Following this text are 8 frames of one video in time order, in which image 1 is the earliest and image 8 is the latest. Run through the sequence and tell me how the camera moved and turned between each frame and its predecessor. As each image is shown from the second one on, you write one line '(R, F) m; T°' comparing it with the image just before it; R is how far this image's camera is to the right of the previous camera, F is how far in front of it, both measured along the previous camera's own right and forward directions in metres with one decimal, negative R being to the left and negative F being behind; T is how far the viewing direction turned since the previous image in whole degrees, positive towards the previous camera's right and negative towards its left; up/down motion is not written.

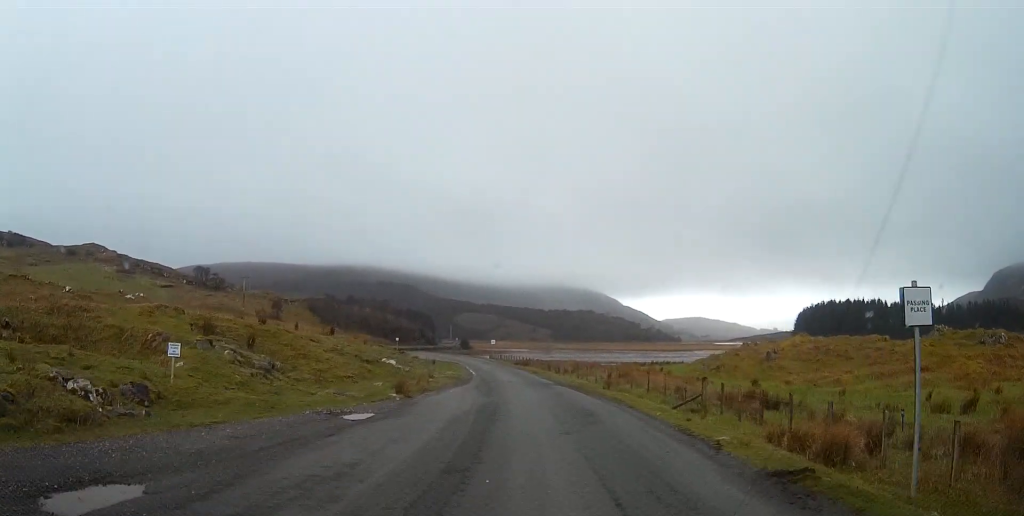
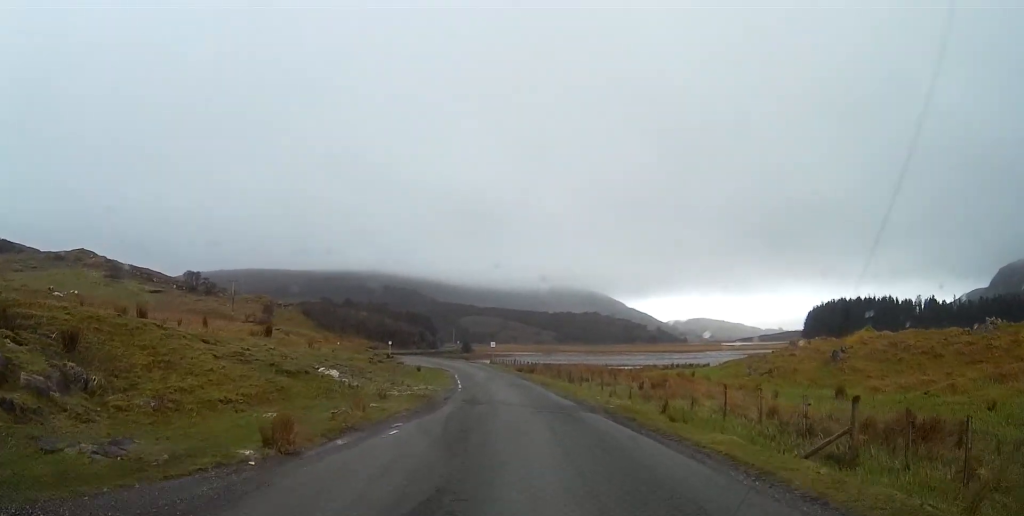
(0.0, +11.4) m; 0°
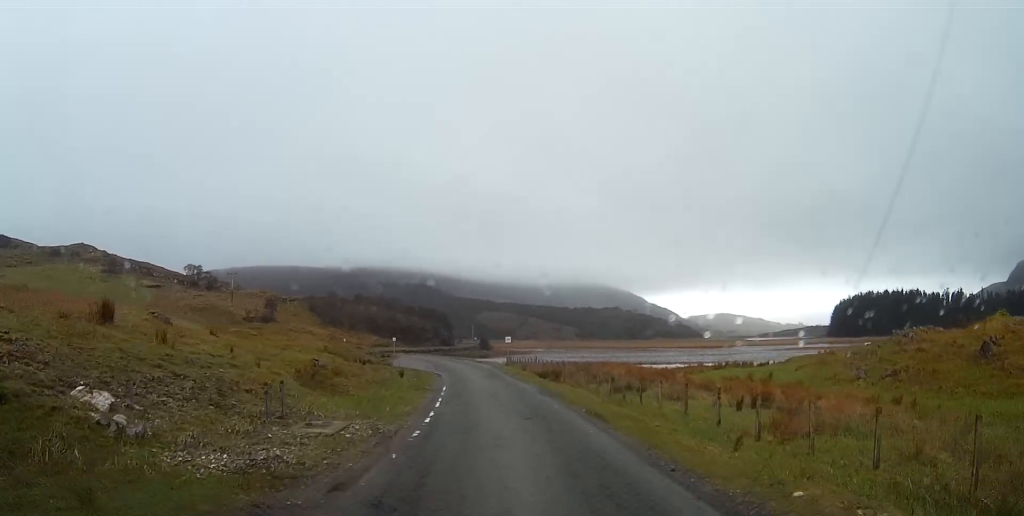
(-0.1, +14.0) m; -2°
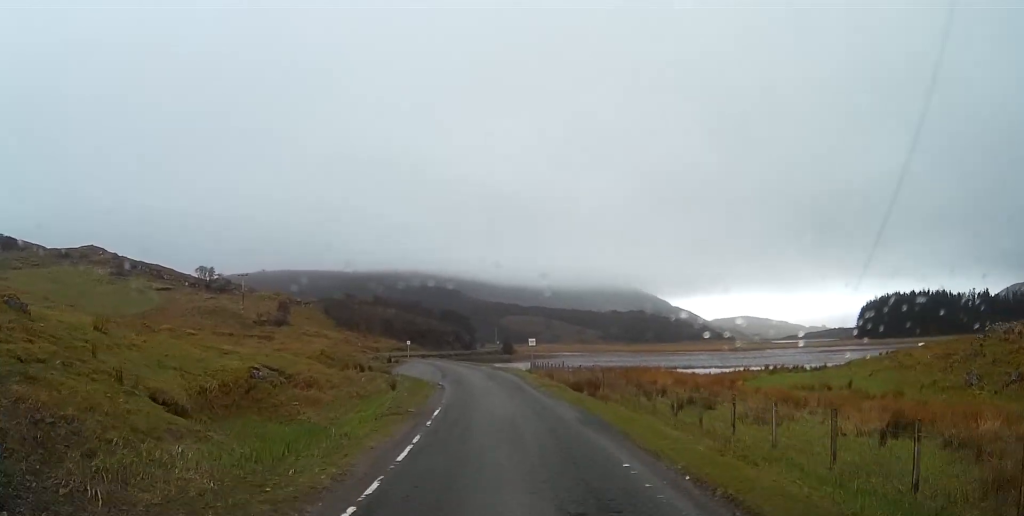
(-0.1, +8.2) m; -1°
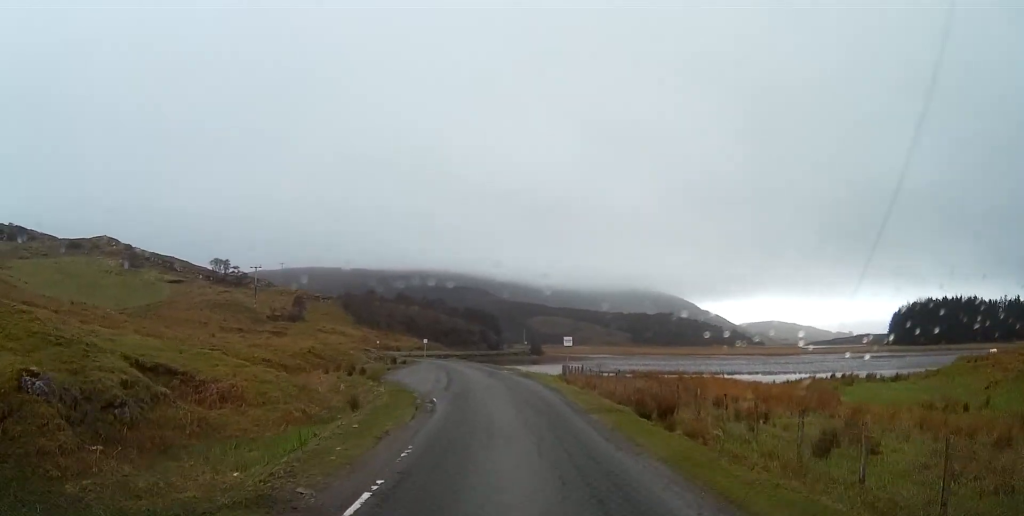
(-0.1, +10.1) m; -2°
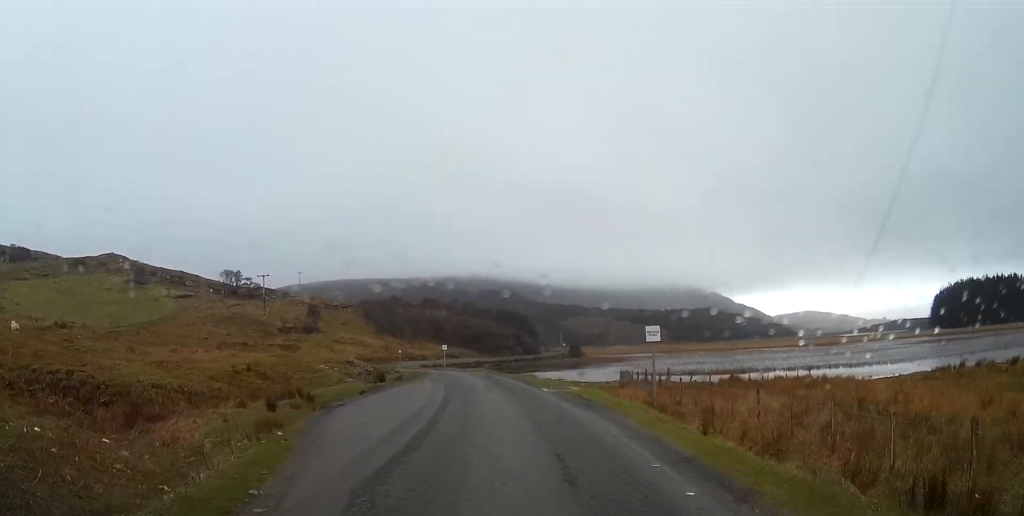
(-0.4, +15.8) m; -3°
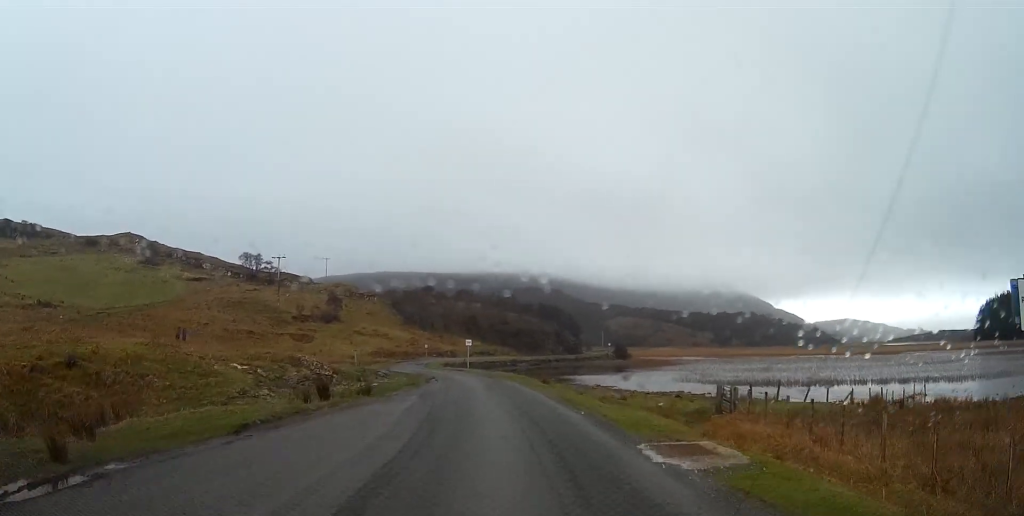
(-0.4, +15.5) m; -2°
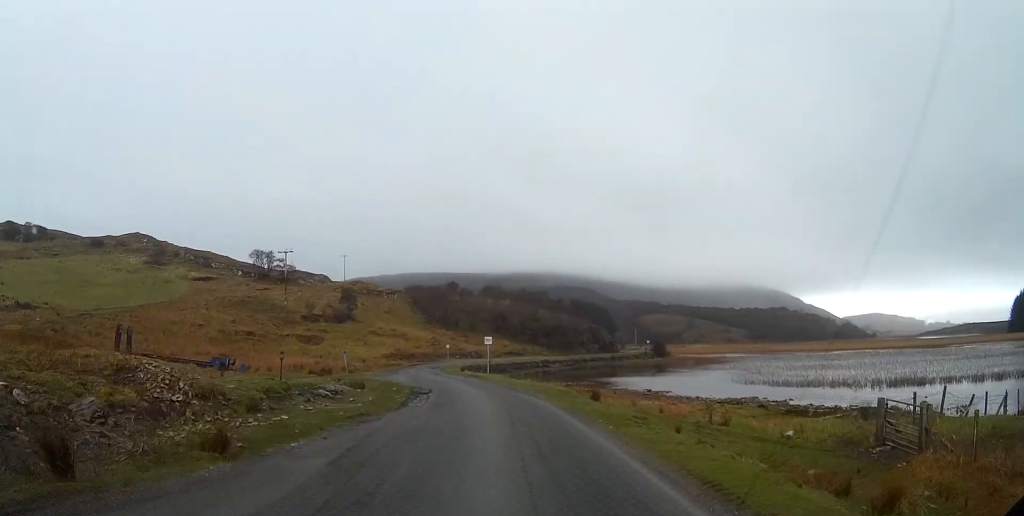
(-0.2, +12.7) m; -2°
